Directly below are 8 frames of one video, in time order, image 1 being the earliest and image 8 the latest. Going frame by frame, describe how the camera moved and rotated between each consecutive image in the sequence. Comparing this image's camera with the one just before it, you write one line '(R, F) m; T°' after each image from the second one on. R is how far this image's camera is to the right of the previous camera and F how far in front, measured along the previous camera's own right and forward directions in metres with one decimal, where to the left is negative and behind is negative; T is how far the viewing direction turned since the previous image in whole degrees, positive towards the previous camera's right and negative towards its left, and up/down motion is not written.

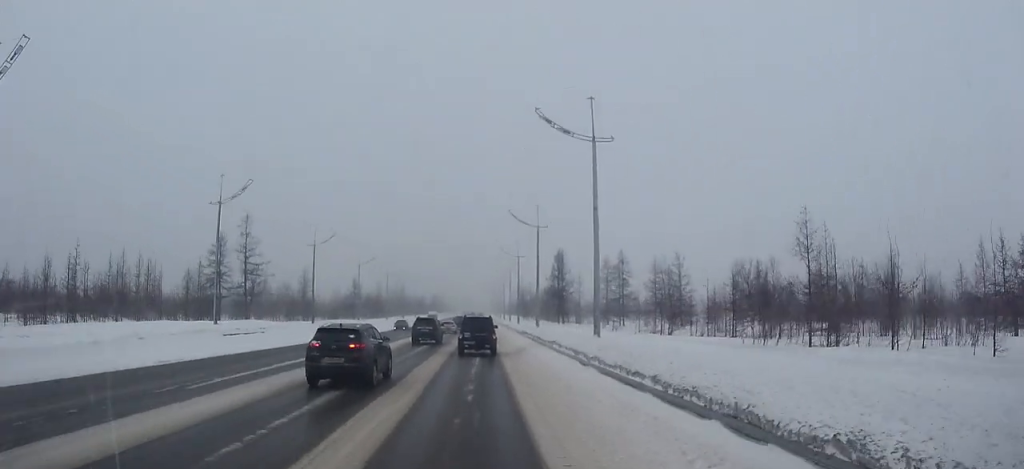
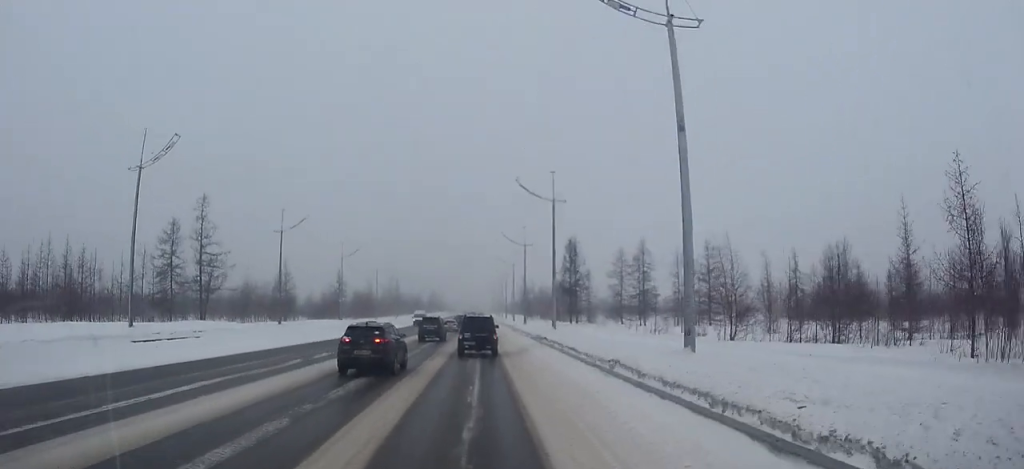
(0.0, +11.0) m; 0°
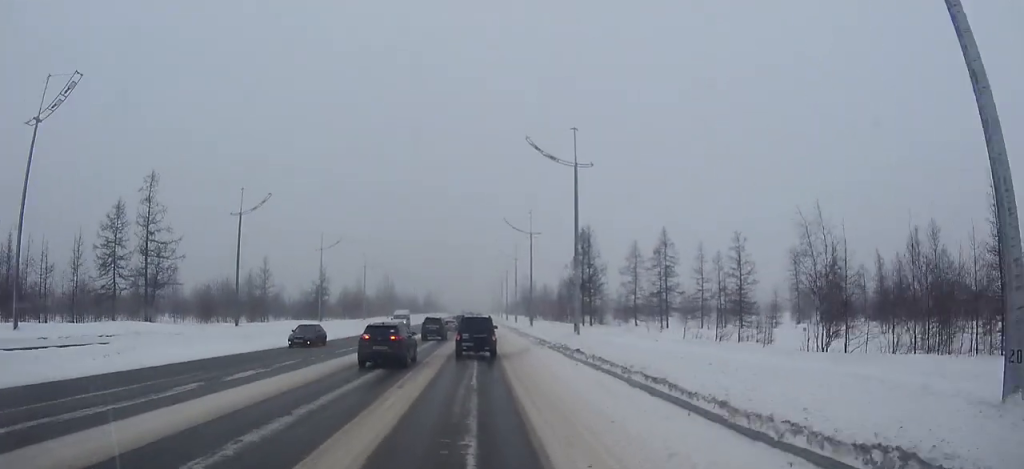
(0.0, +9.6) m; 0°
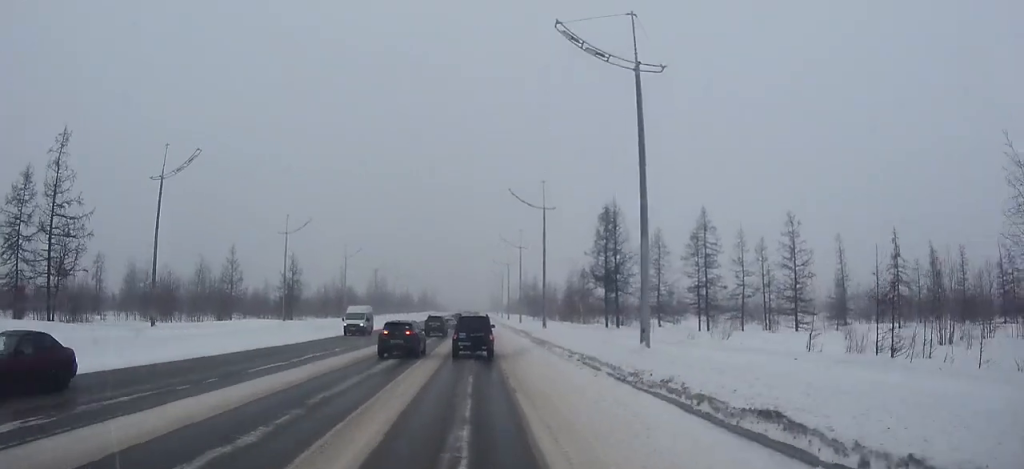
(0.0, +12.3) m; 0°
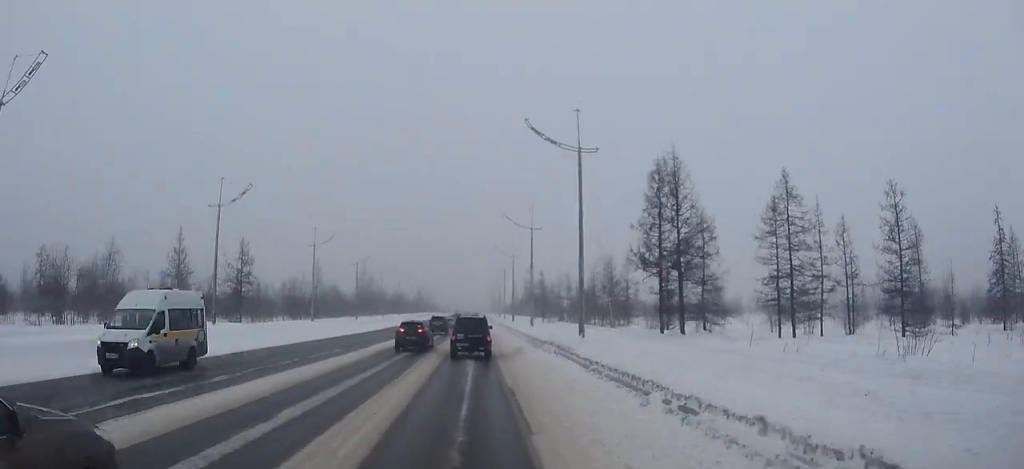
(0.0, +15.4) m; 0°
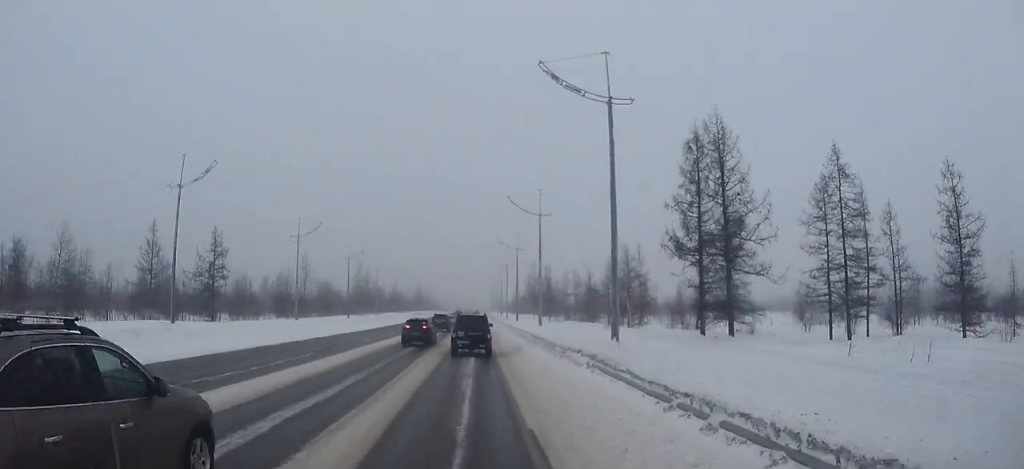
(0.0, +6.3) m; 0°
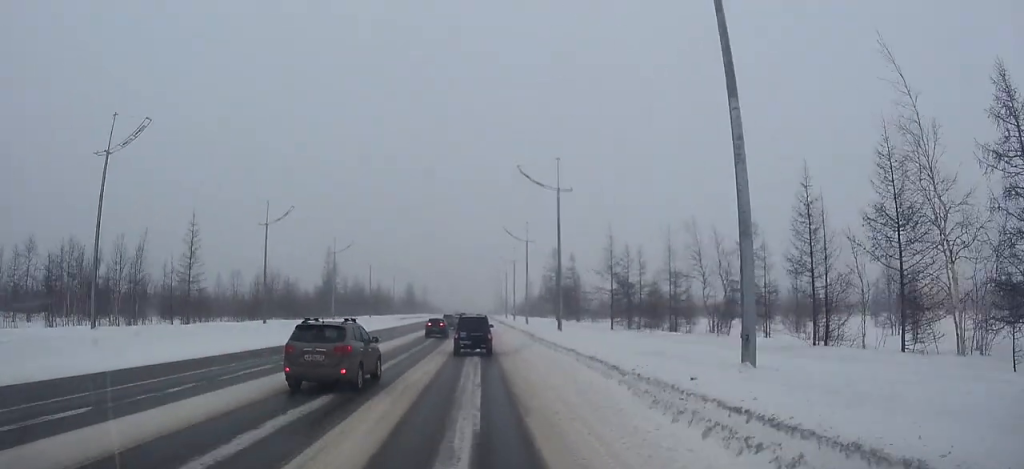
(+0.1, +34.5) m; 0°
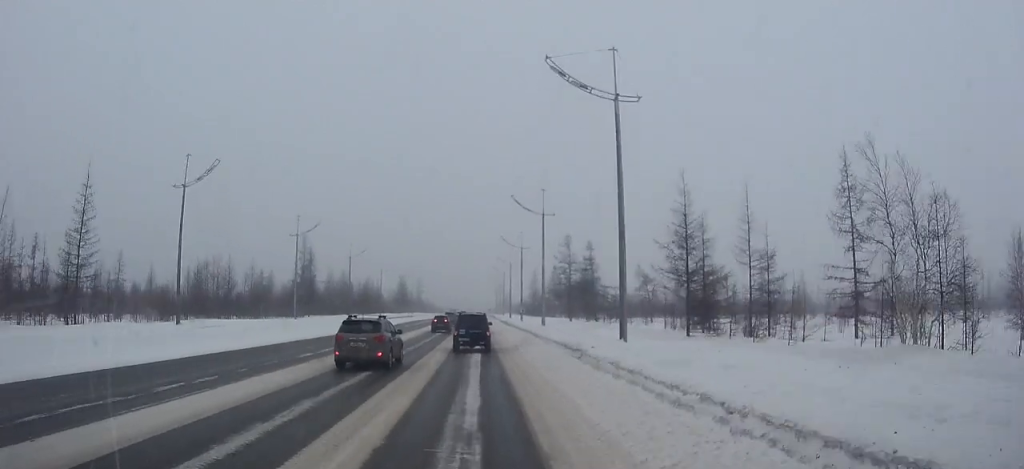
(-0.1, +15.5) m; 0°
